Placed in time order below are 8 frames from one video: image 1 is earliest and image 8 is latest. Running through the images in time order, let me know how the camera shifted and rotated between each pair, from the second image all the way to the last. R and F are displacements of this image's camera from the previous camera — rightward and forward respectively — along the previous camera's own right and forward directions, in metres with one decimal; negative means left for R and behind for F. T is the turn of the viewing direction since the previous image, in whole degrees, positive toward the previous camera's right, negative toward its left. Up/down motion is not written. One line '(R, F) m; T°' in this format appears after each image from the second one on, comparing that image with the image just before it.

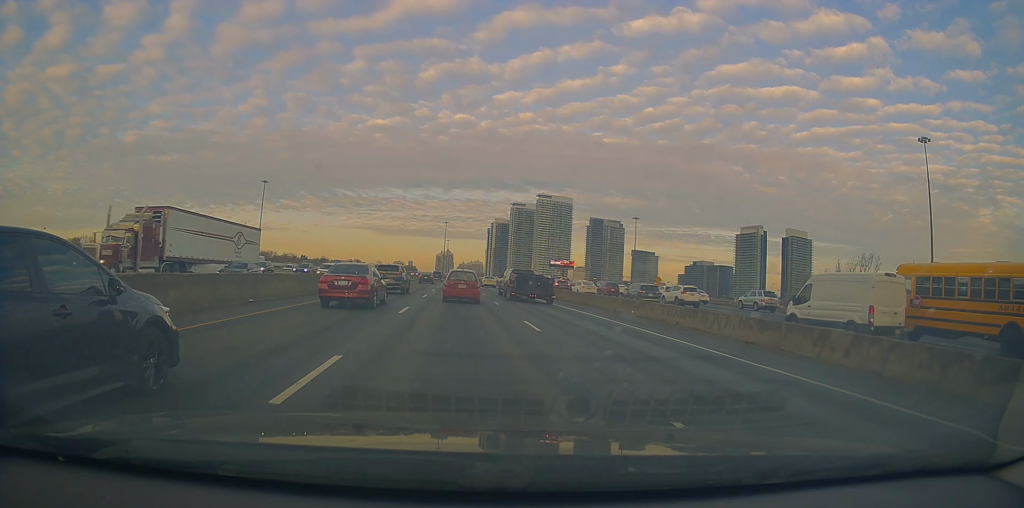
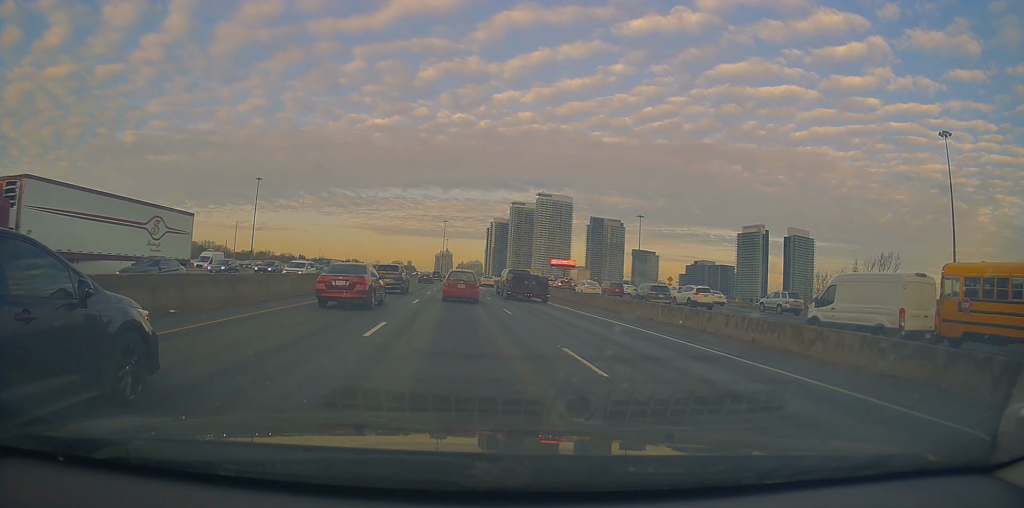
(0.0, +6.3) m; 0°
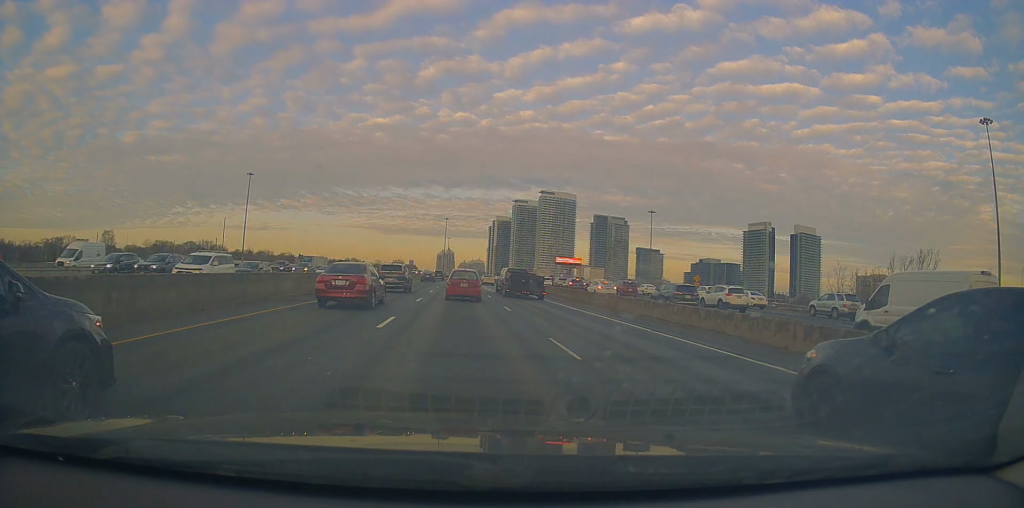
(0.0, +10.8) m; 0°
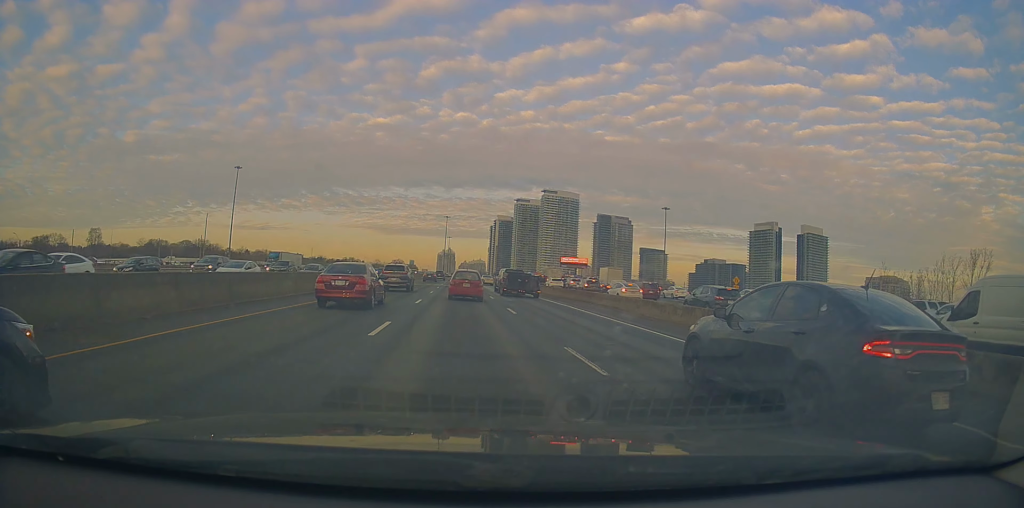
(0.0, +13.1) m; +1°
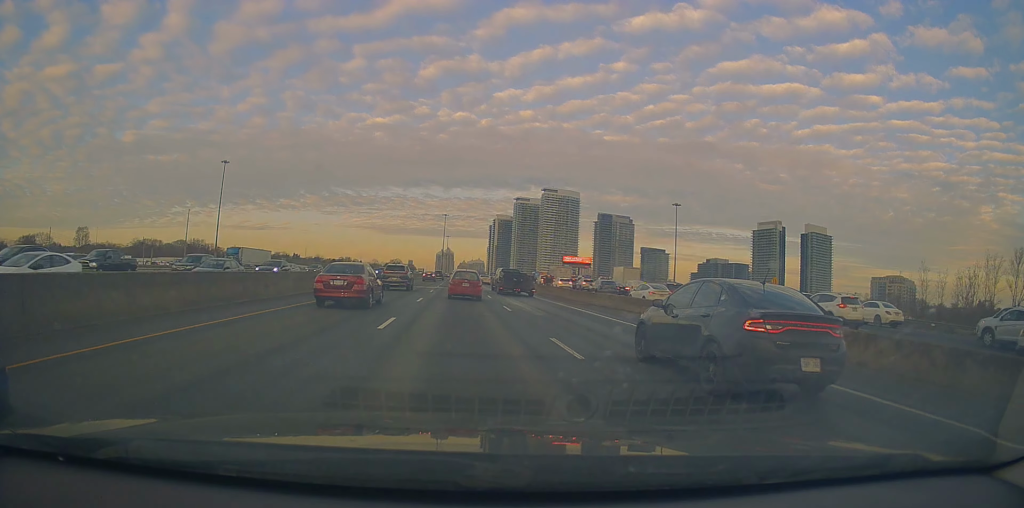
(0.0, +10.3) m; +2°
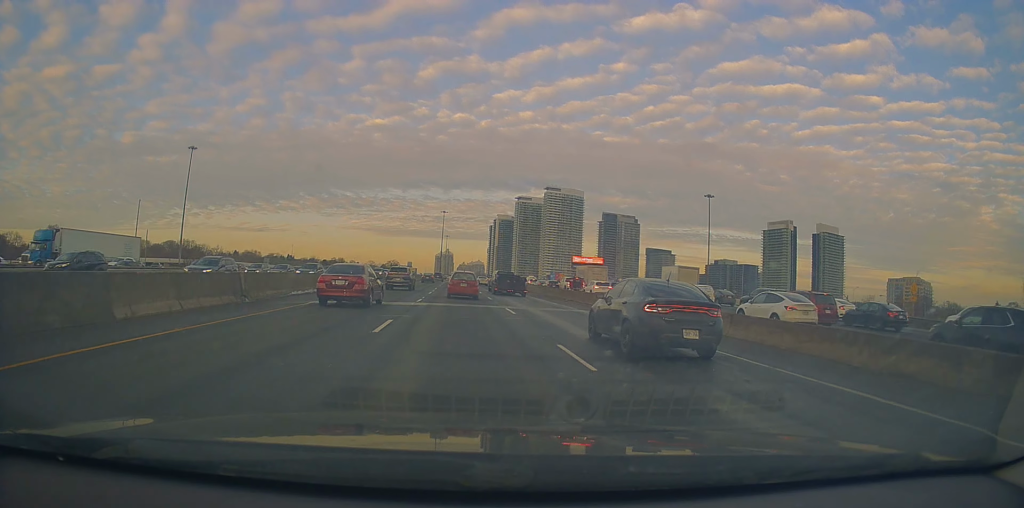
(0.0, +23.9) m; -2°
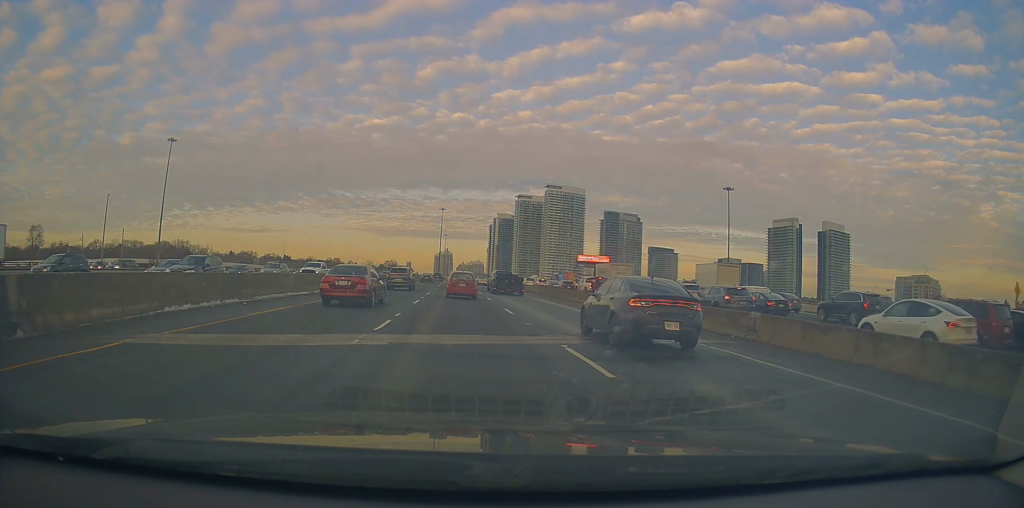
(-0.1, +12.0) m; 0°
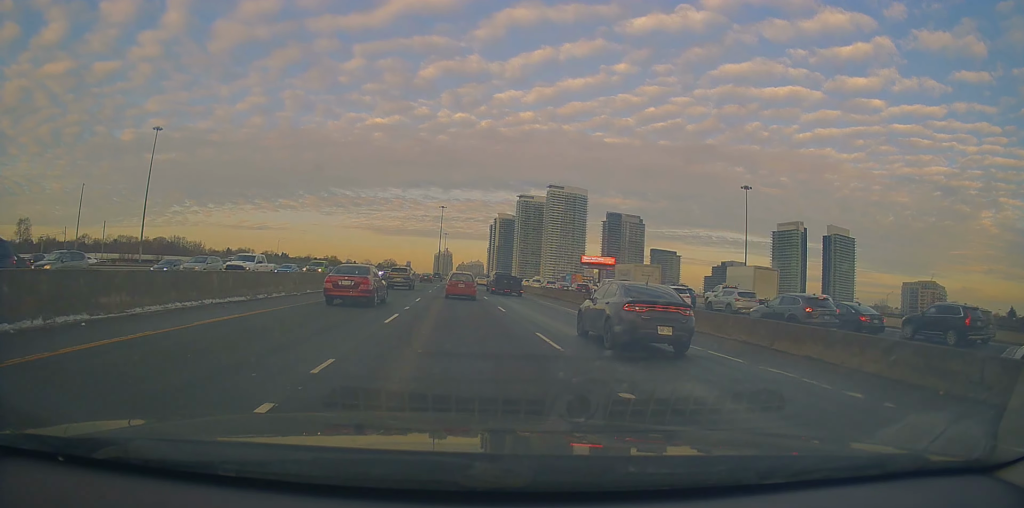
(0.0, +8.9) m; 0°
